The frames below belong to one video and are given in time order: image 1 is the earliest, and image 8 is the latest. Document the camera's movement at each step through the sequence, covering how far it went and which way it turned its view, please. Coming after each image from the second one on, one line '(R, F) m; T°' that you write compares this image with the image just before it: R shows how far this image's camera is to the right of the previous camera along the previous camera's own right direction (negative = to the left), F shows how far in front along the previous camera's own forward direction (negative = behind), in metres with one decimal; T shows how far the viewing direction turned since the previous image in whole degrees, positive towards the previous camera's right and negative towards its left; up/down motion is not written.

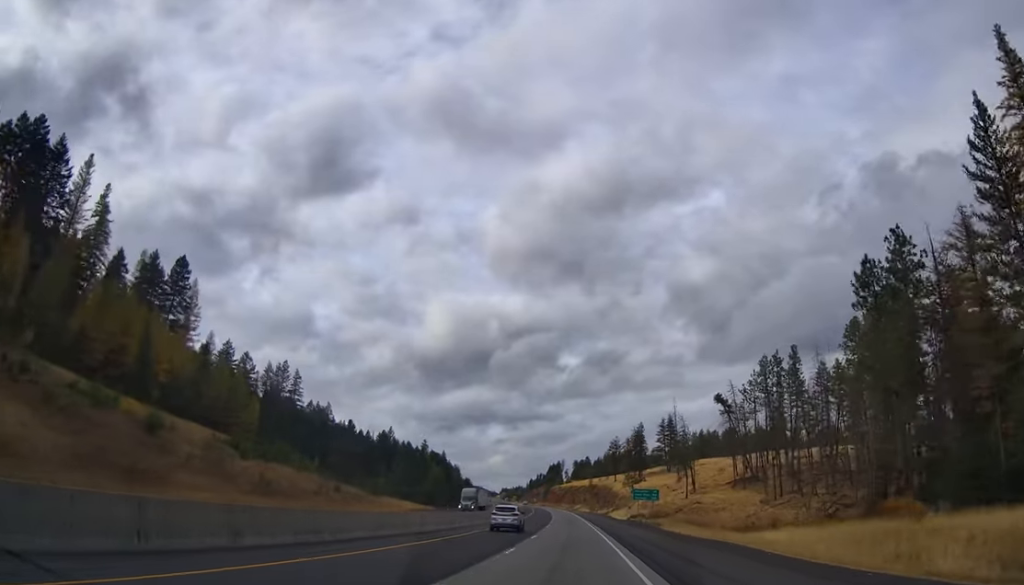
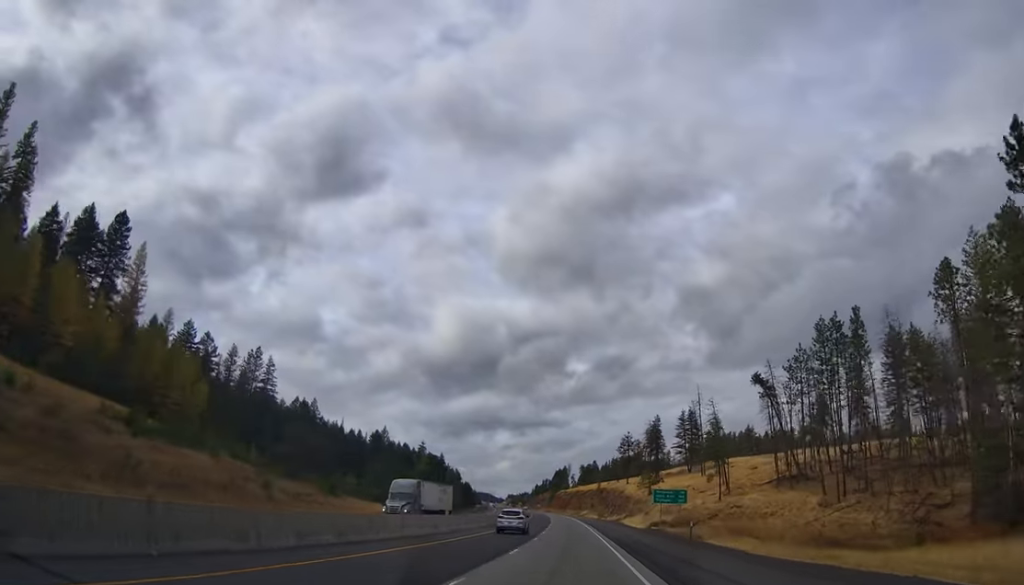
(-0.1, +23.0) m; -1°
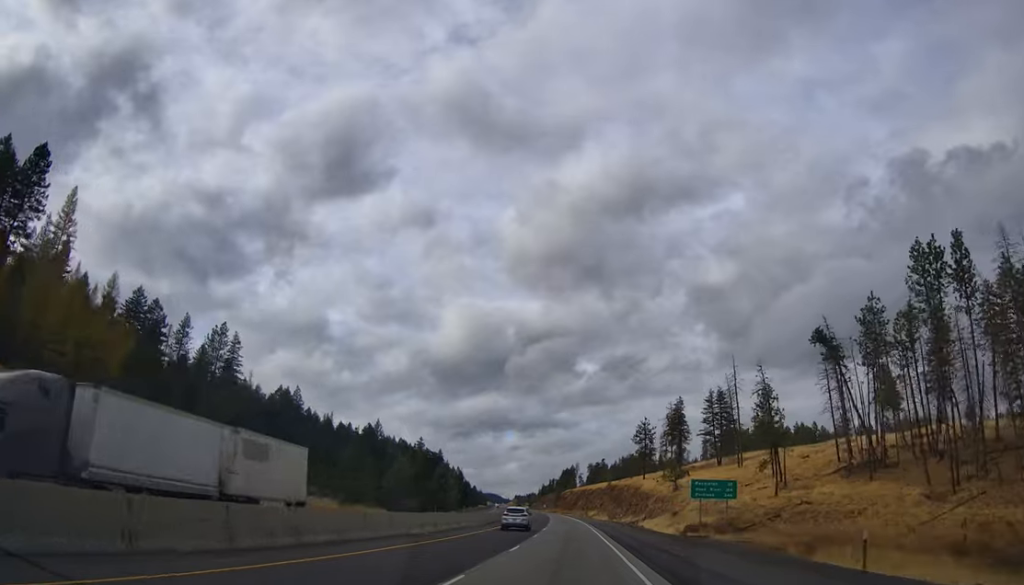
(-0.2, +24.2) m; 0°
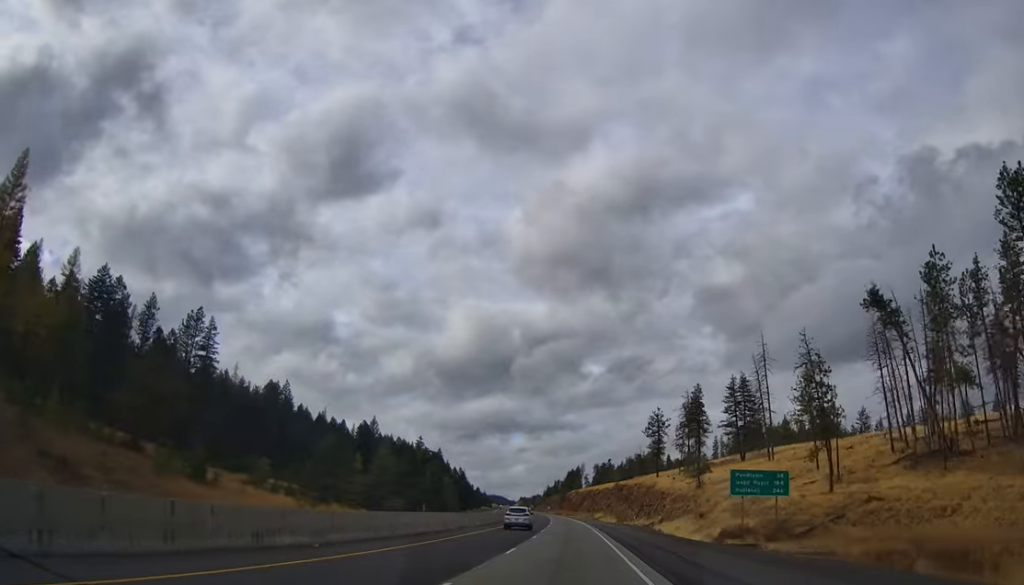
(0.0, +14.1) m; 0°
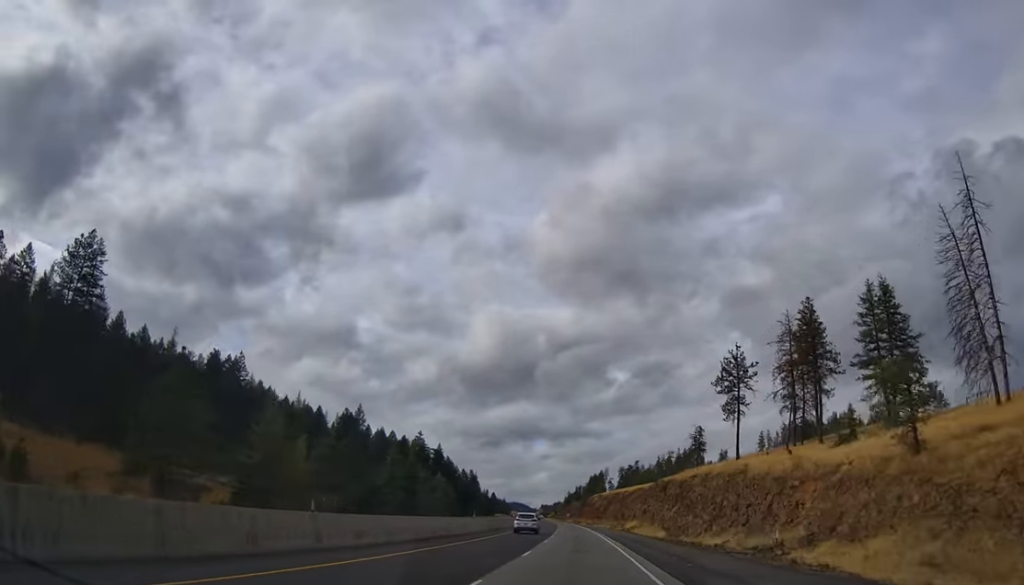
(-0.8, +47.4) m; -1°
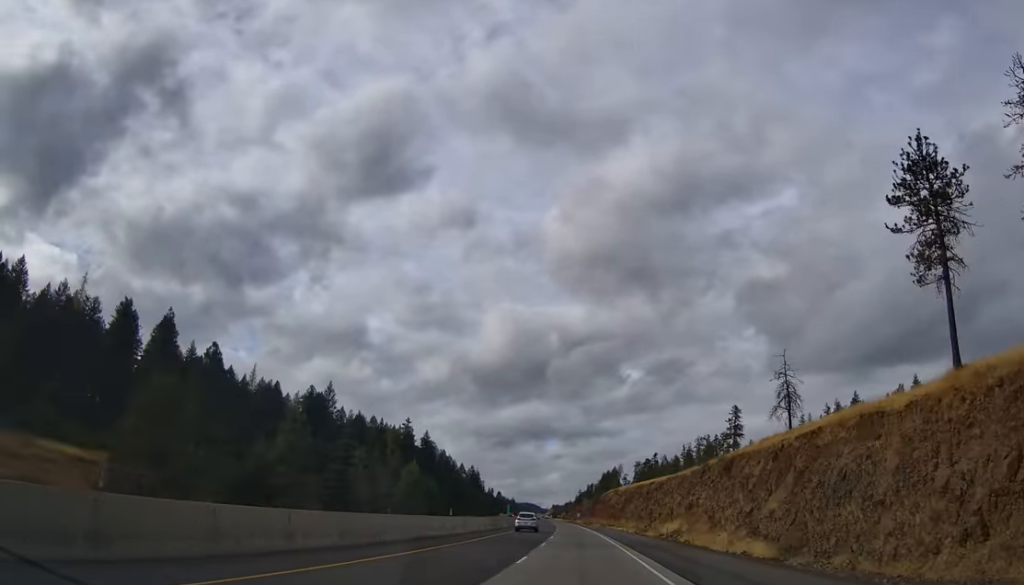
(+0.1, +40.5) m; -1°
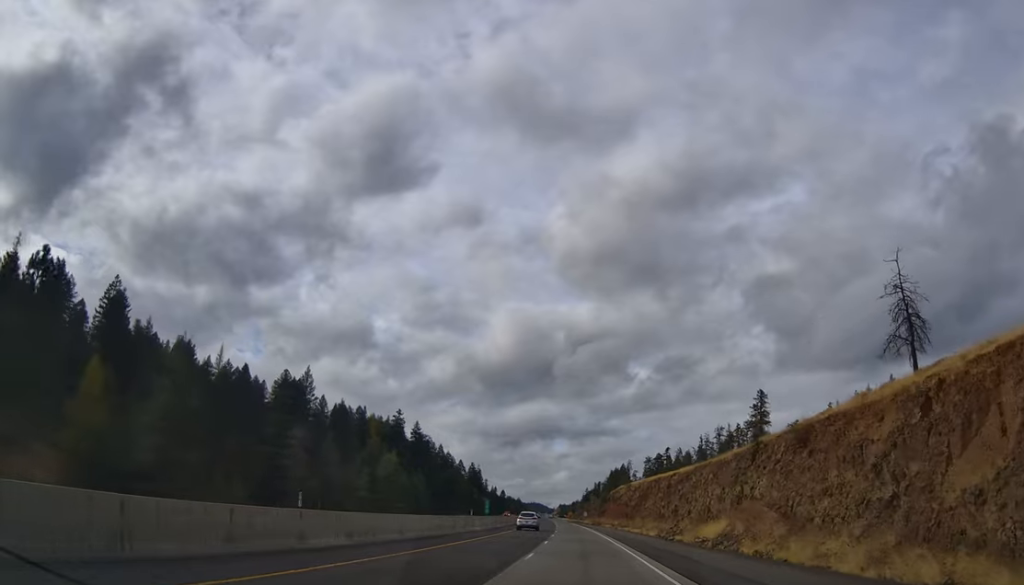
(-0.7, +22.3) m; 0°
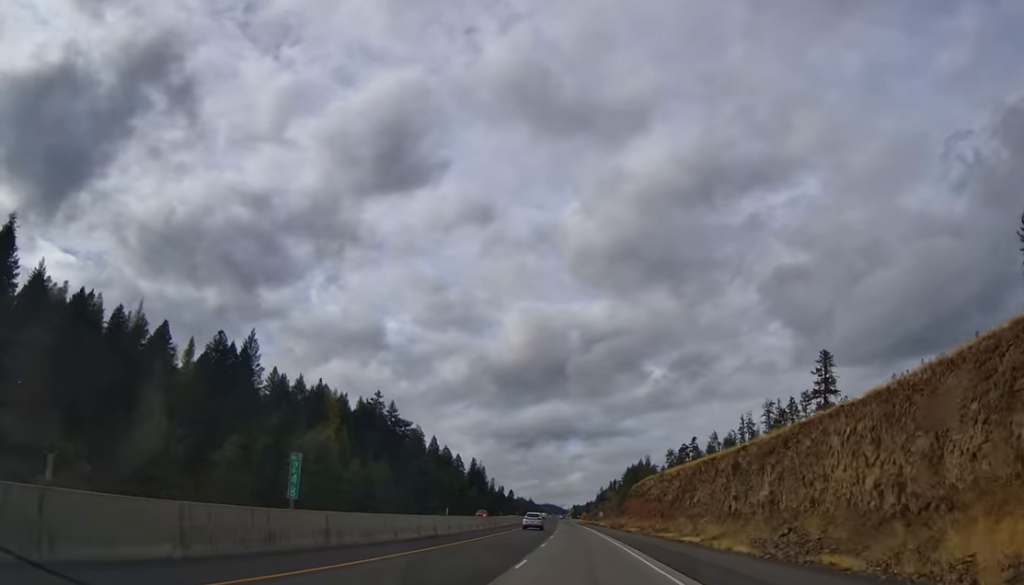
(+0.4, +40.4) m; -1°
